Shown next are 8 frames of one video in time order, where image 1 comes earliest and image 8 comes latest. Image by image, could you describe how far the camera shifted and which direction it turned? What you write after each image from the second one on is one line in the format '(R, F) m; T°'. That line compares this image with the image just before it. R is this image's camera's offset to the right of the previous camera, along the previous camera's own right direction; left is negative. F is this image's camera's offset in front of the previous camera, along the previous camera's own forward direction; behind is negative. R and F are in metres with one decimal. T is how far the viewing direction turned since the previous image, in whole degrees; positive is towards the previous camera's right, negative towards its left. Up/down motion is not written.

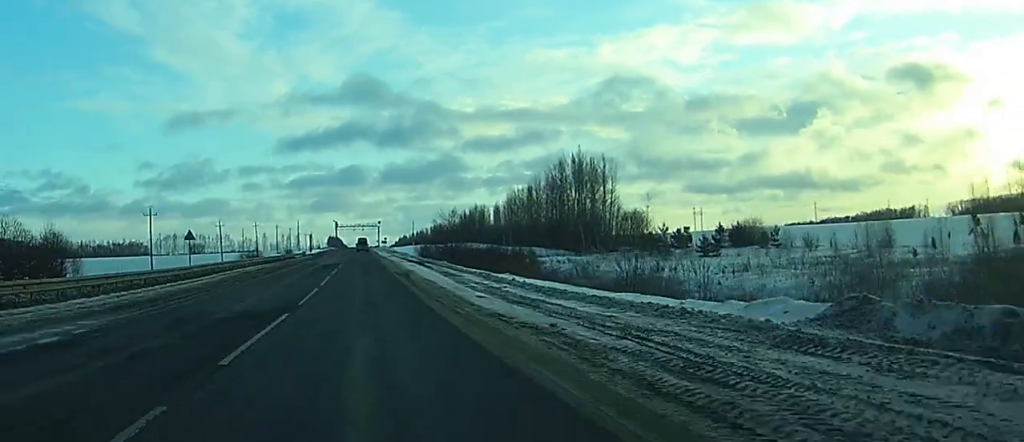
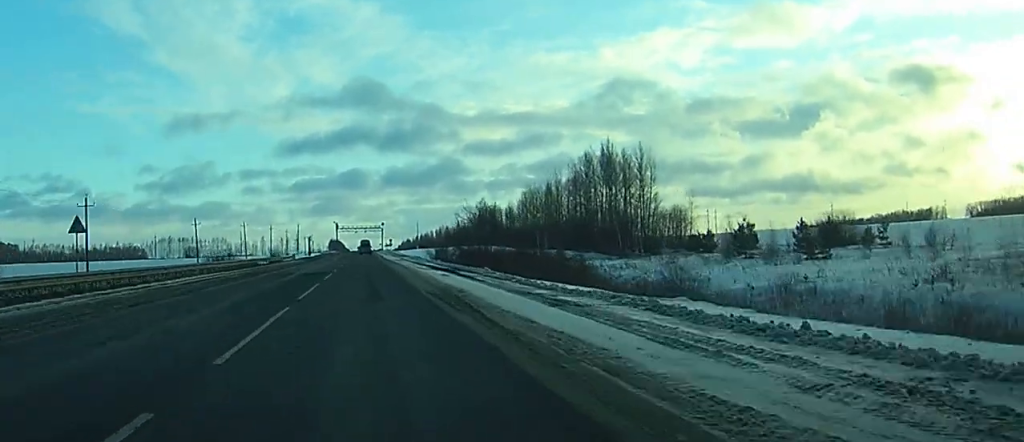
(+0.1, +24.7) m; 0°
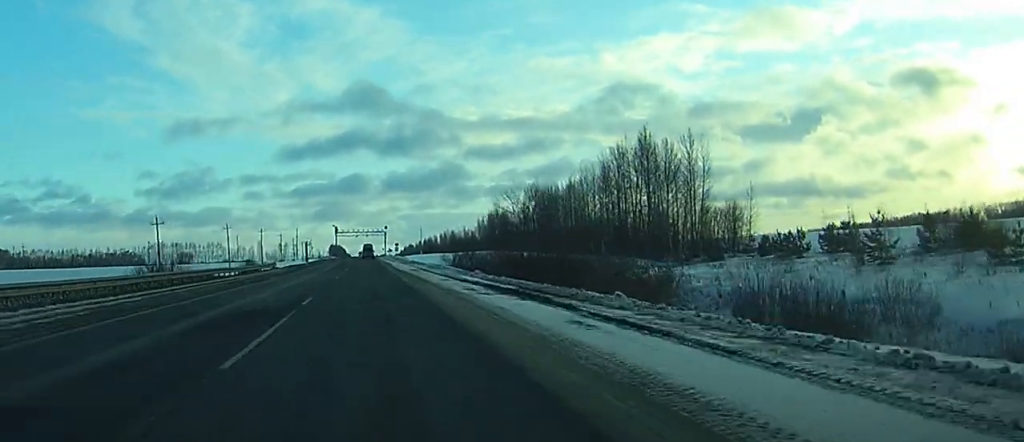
(0.0, +25.5) m; 0°
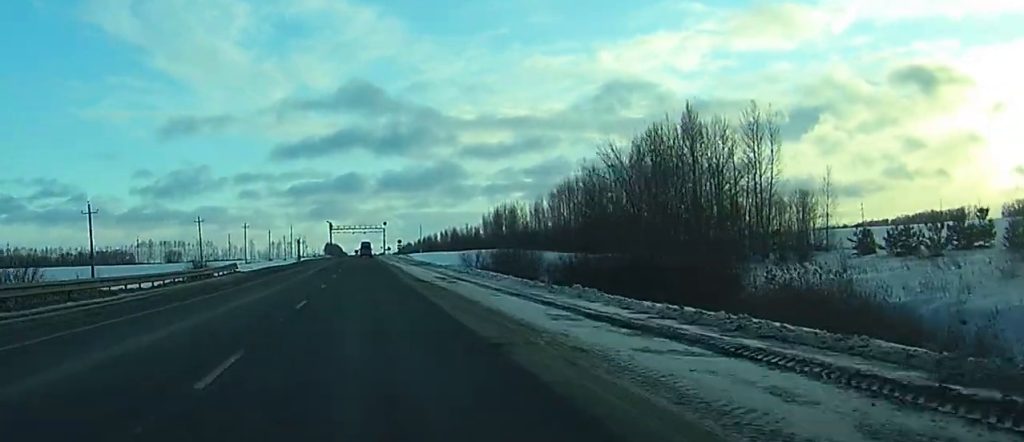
(0.0, +25.5) m; 0°
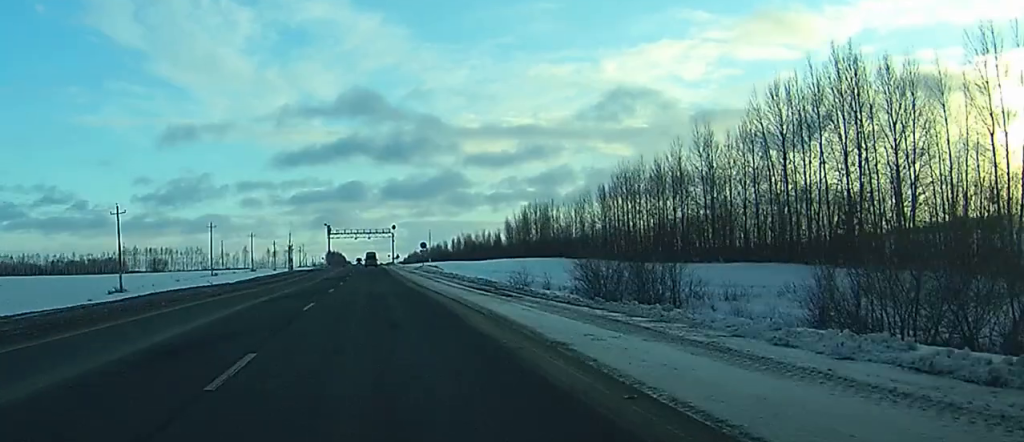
(+0.1, +48.1) m; 0°
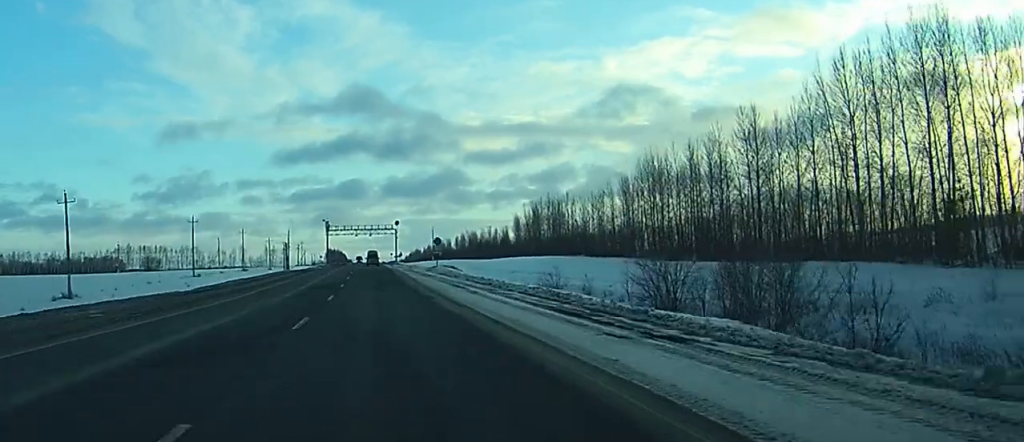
(0.0, +16.4) m; 0°
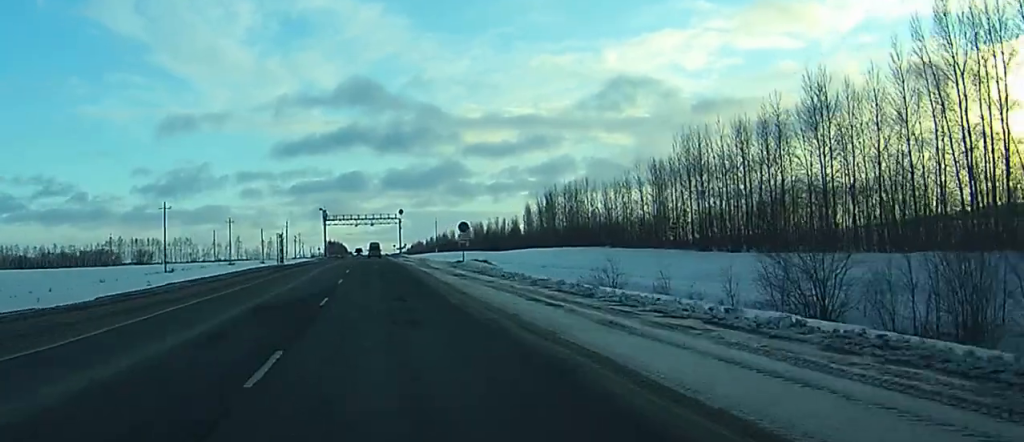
(-0.1, +19.1) m; 0°
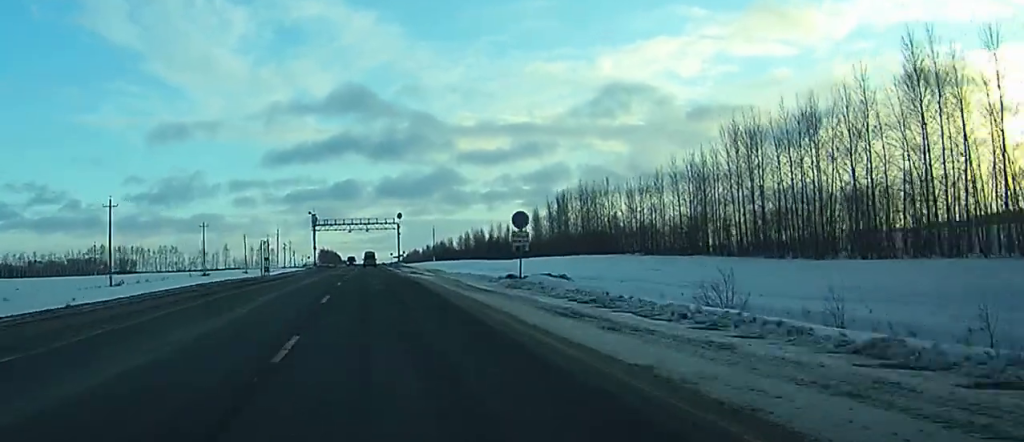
(0.0, +21.7) m; 0°
